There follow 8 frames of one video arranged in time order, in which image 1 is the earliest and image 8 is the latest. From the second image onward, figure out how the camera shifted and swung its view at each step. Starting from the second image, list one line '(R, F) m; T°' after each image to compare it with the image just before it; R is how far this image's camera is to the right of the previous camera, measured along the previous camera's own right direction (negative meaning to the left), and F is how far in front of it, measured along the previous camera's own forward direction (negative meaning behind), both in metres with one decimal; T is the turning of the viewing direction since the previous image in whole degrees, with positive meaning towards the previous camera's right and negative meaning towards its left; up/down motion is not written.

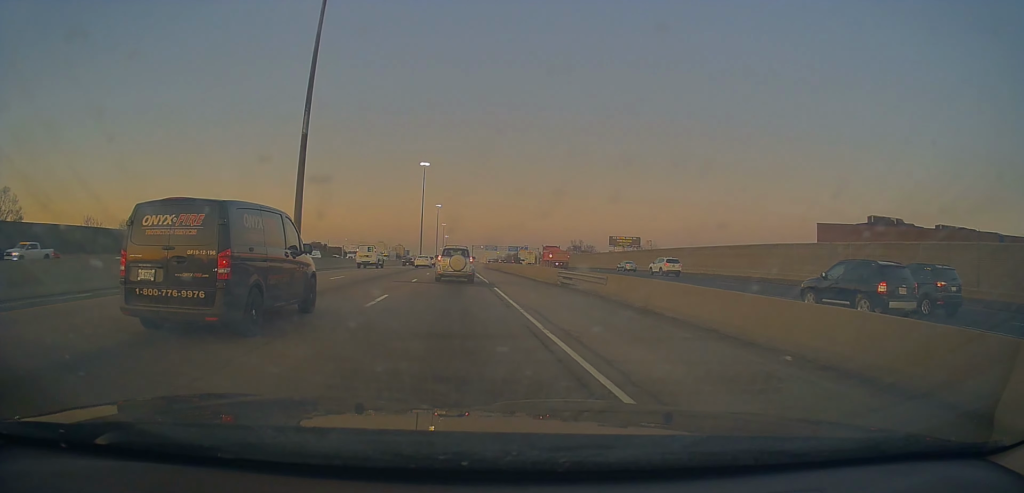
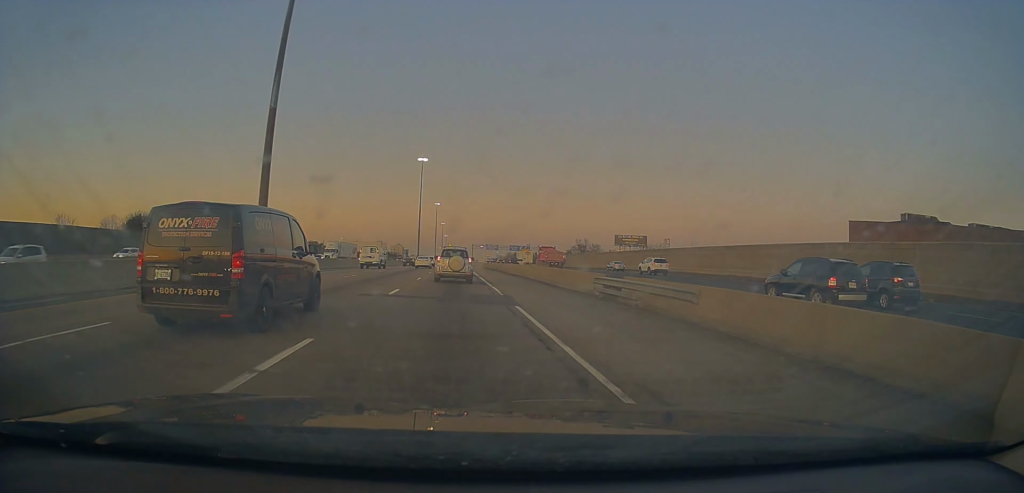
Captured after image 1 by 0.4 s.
(-0.1, +8.6) m; 0°
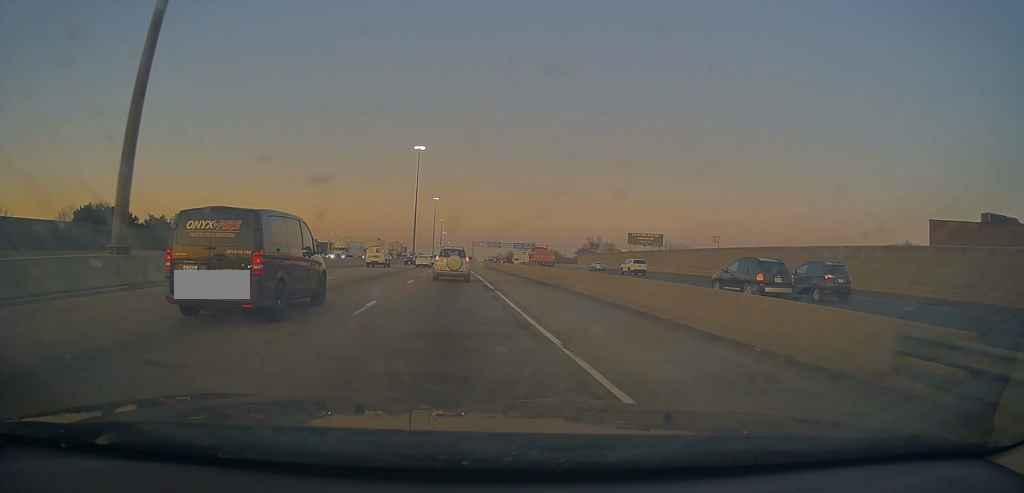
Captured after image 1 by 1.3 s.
(0.0, +17.2) m; -1°
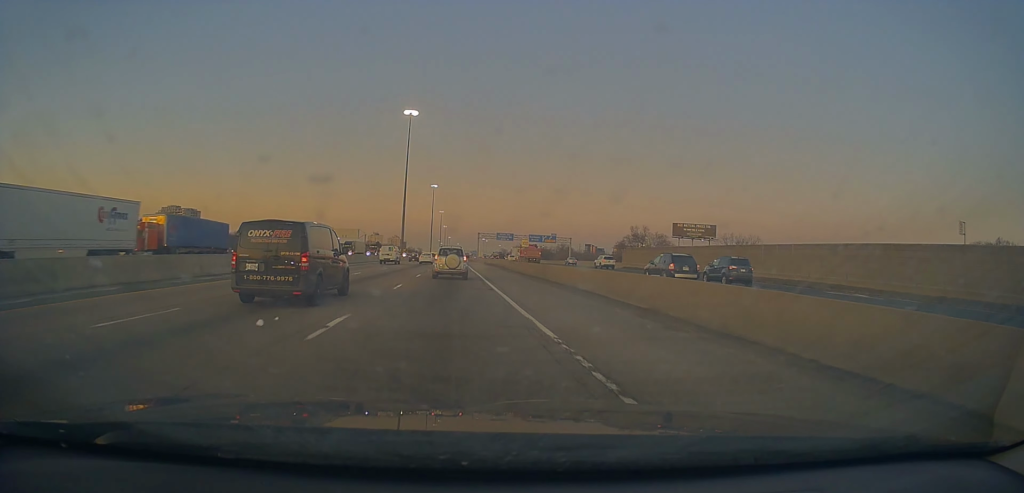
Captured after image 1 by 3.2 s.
(+0.2, +38.7) m; +1°
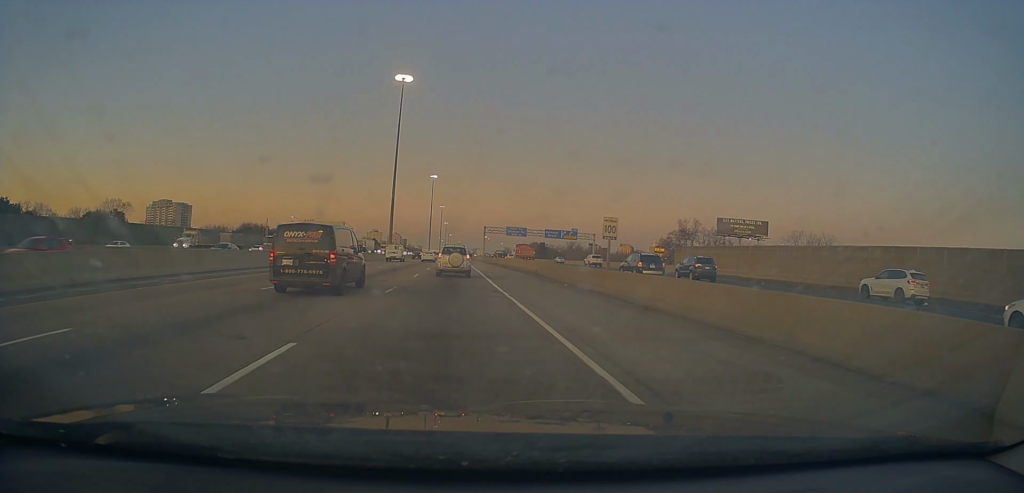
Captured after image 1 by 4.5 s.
(-0.5, +26.2) m; 0°
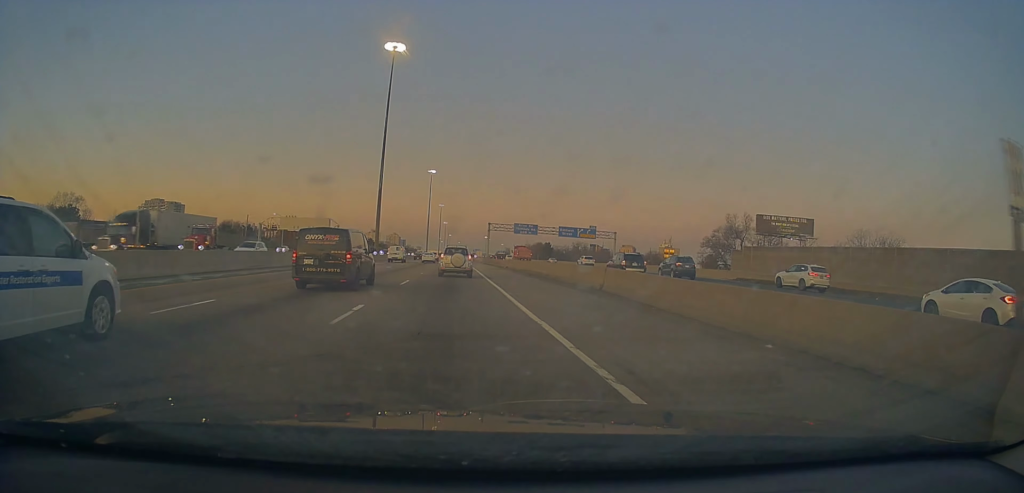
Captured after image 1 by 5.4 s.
(+0.4, +18.3) m; +1°
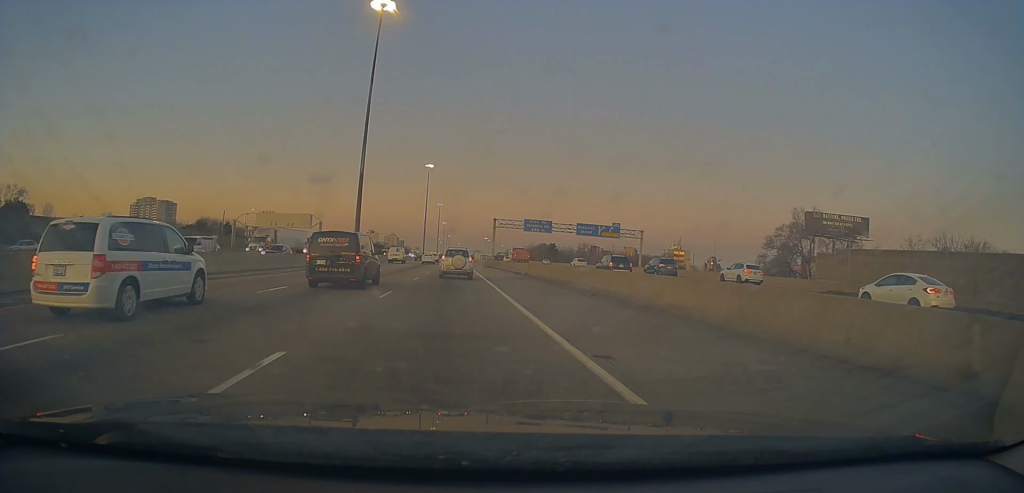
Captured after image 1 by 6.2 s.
(-0.1, +17.7) m; -1°
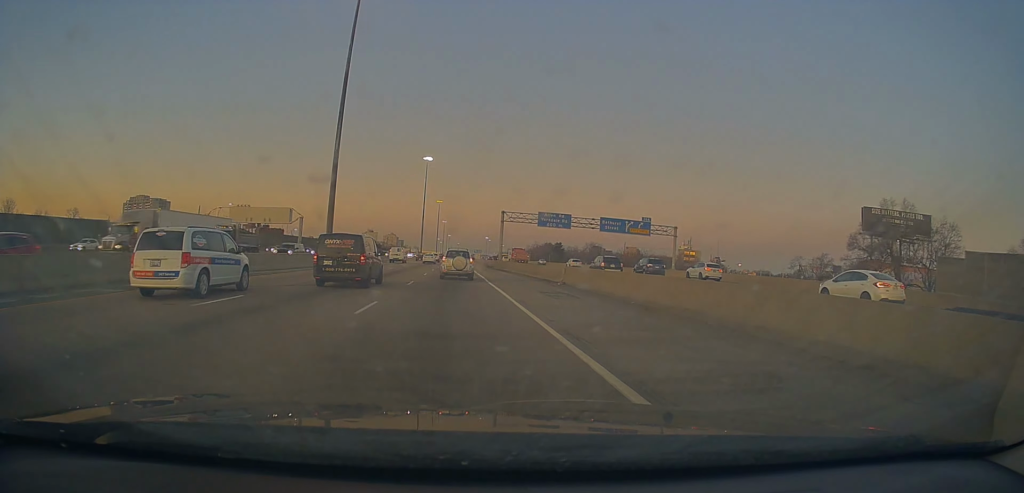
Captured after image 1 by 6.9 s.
(-0.1, +15.7) m; 0°
